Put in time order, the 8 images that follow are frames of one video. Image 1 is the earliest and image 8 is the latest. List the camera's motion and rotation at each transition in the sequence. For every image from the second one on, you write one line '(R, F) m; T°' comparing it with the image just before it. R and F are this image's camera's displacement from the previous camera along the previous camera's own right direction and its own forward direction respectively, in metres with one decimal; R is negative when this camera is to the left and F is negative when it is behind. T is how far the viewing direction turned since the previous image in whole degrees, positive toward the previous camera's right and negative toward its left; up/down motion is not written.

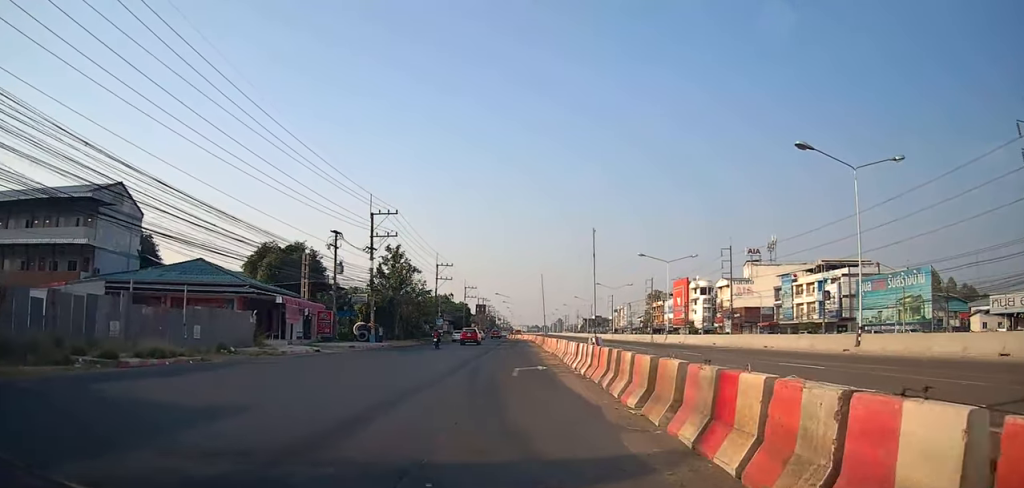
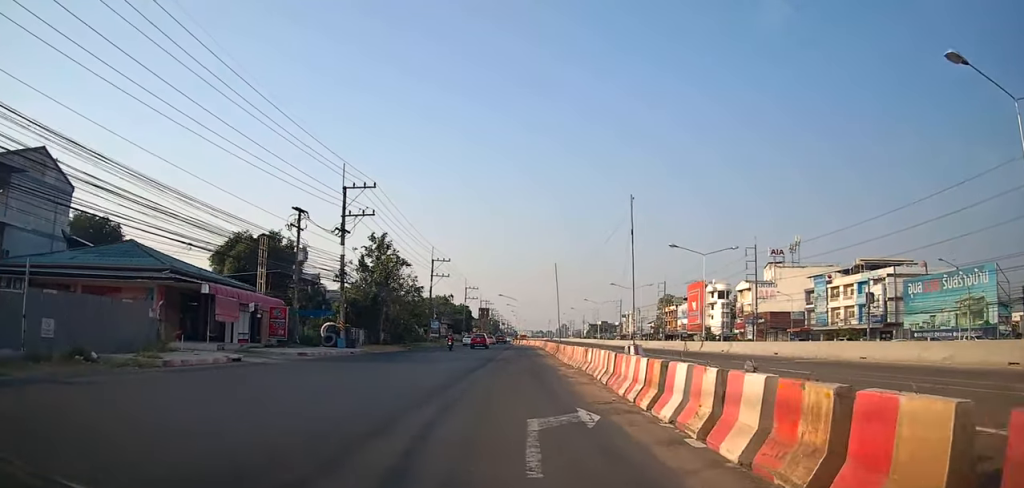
(+0.5, +10.7) m; 0°
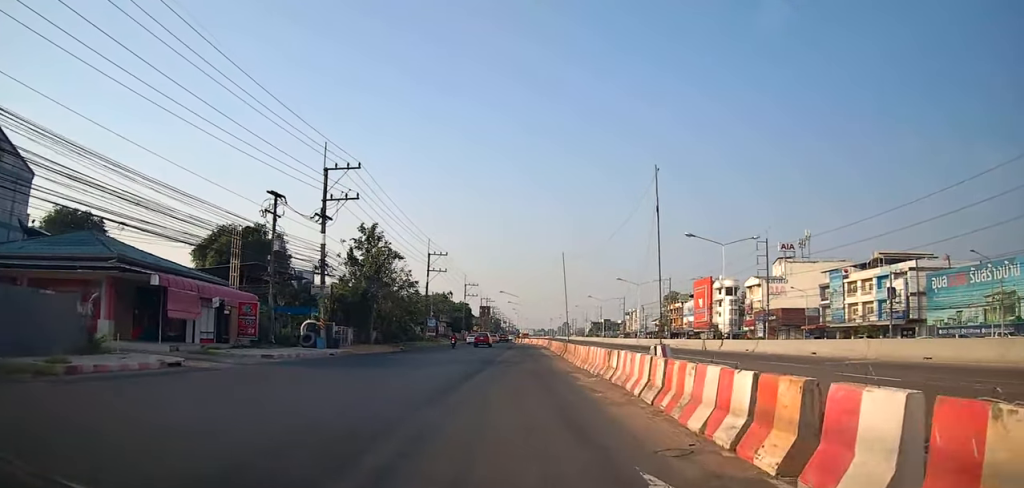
(+0.2, +4.6) m; -3°
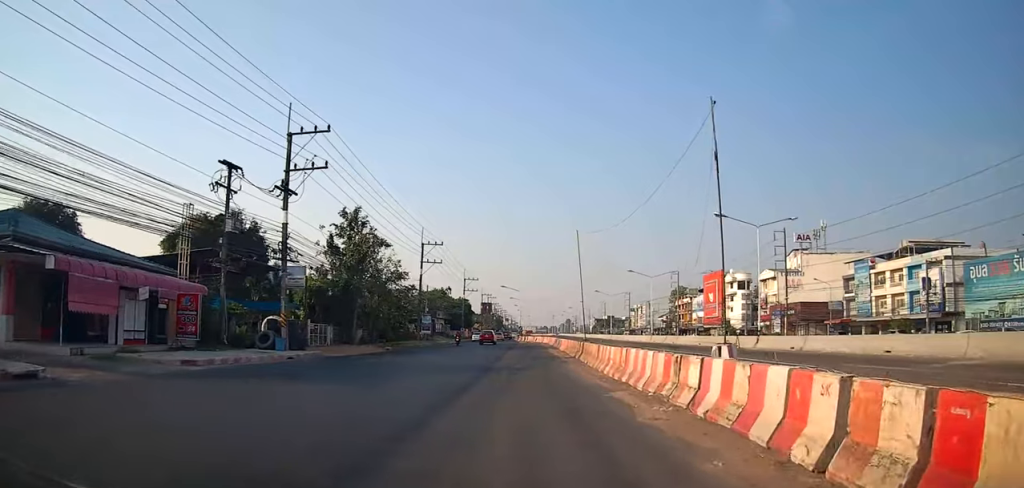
(-0.5, +6.8) m; -1°
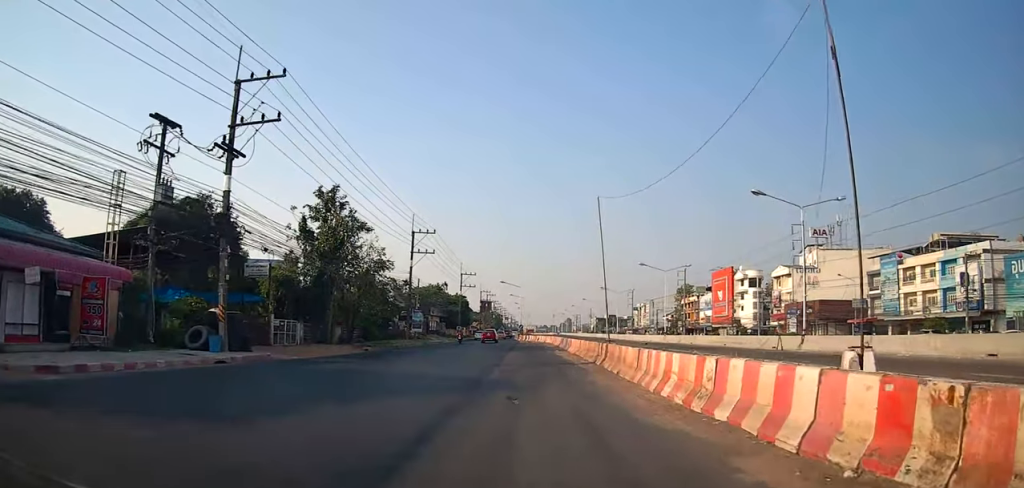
(-0.2, +6.9) m; 0°
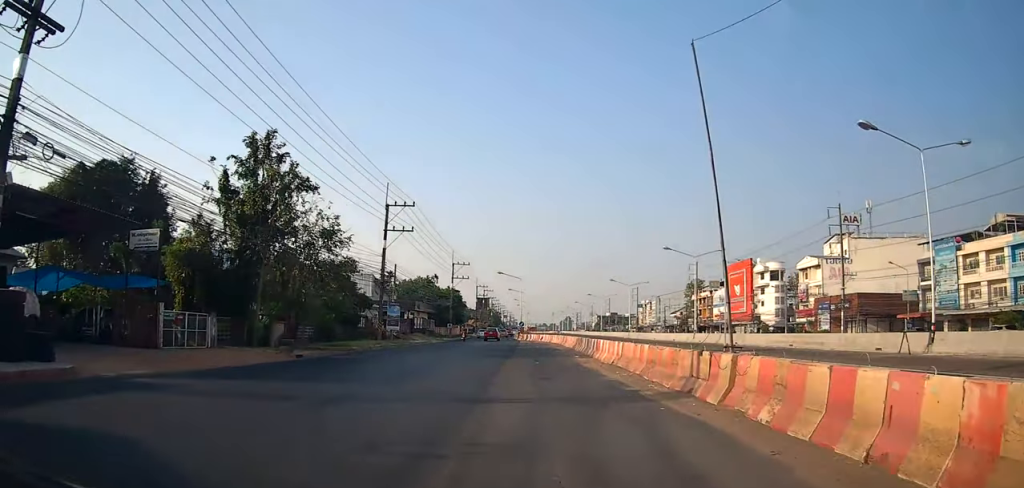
(+0.6, +12.3) m; +3°
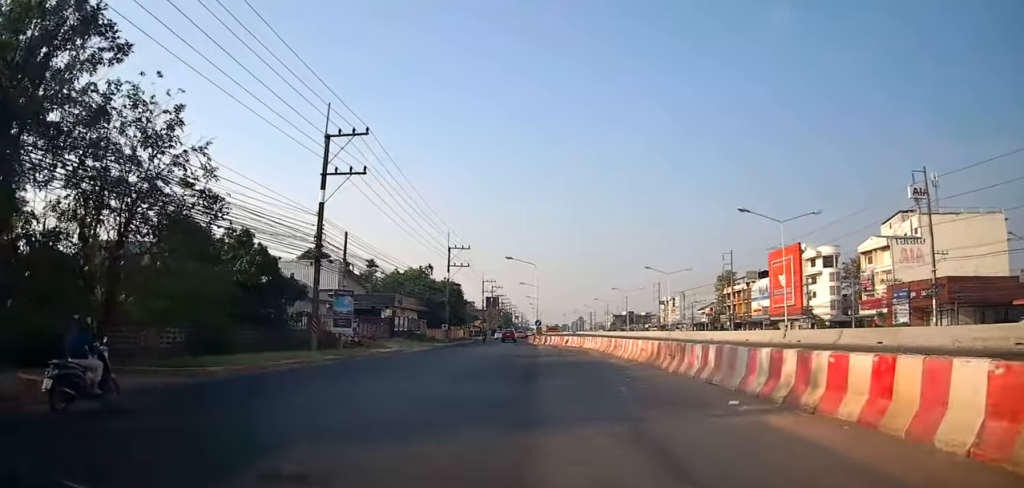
(0.0, +18.3) m; 0°
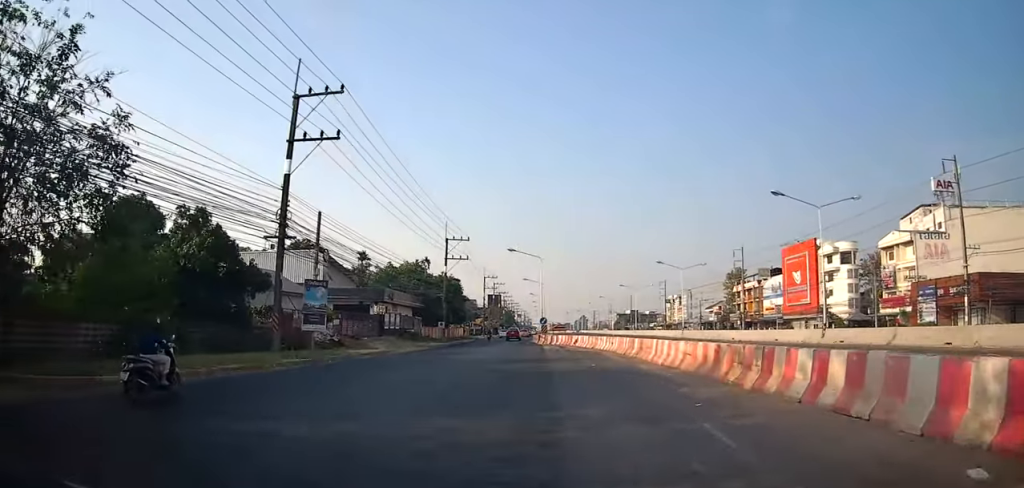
(0.0, +5.2) m; 0°
